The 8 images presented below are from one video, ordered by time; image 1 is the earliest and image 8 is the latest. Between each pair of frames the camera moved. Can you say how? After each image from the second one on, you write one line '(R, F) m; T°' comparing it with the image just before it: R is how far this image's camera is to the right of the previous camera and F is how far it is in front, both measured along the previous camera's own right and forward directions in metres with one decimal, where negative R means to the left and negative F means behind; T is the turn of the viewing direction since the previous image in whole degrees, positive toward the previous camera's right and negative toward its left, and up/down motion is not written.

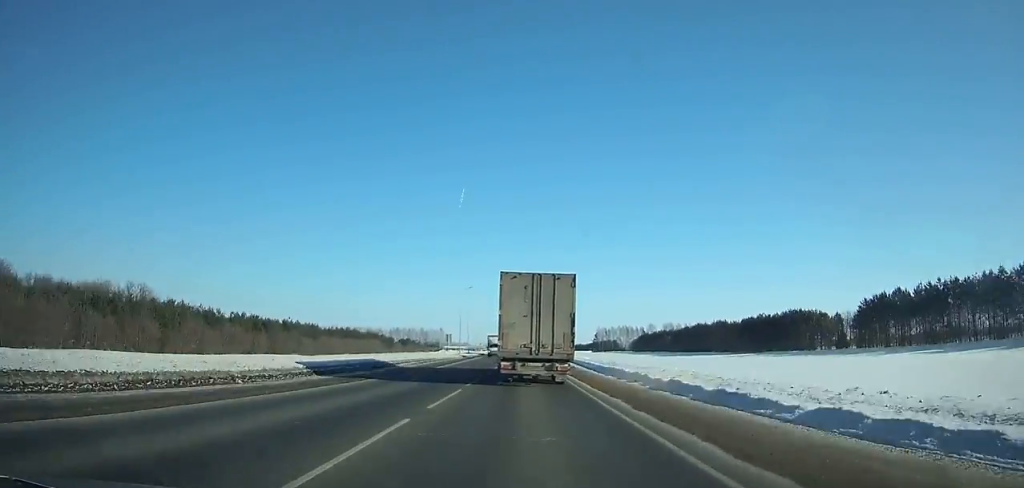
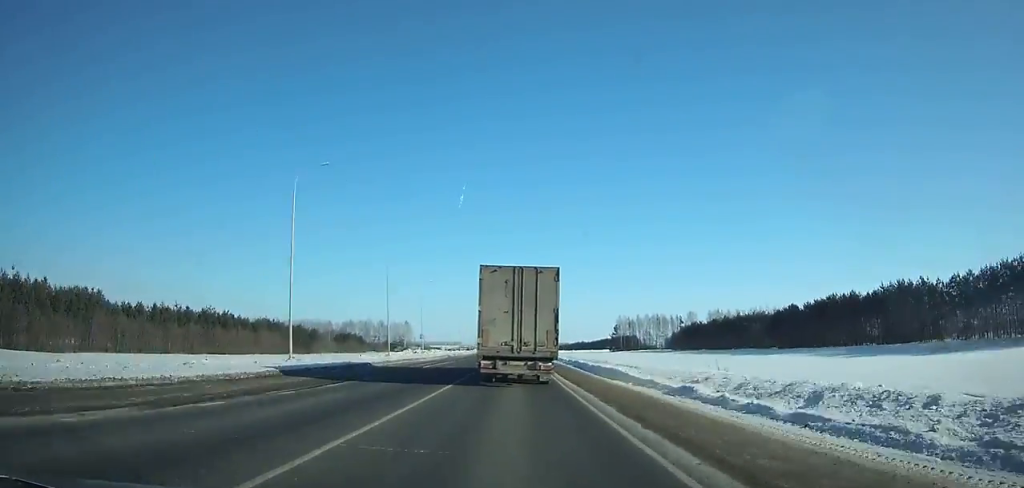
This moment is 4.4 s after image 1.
(+0.5, +94.7) m; 0°
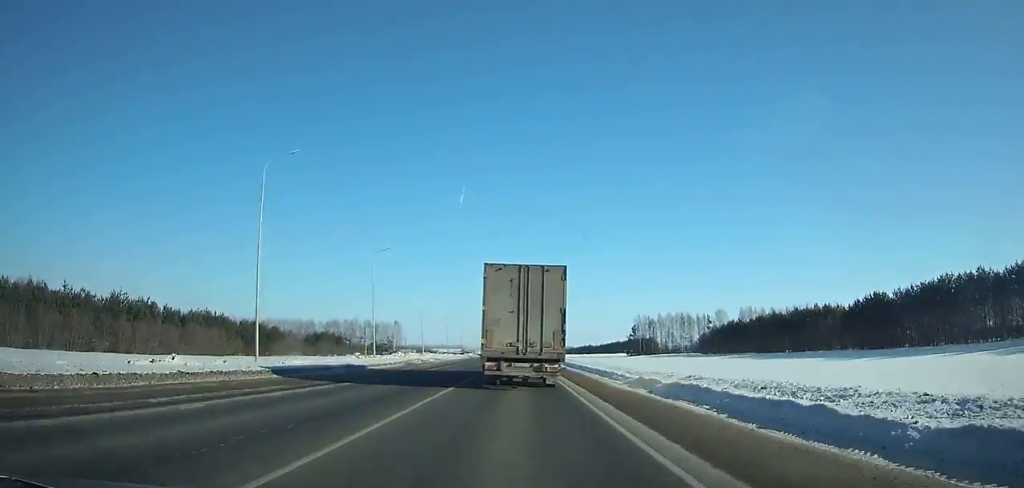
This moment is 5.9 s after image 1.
(0.0, +31.8) m; 0°
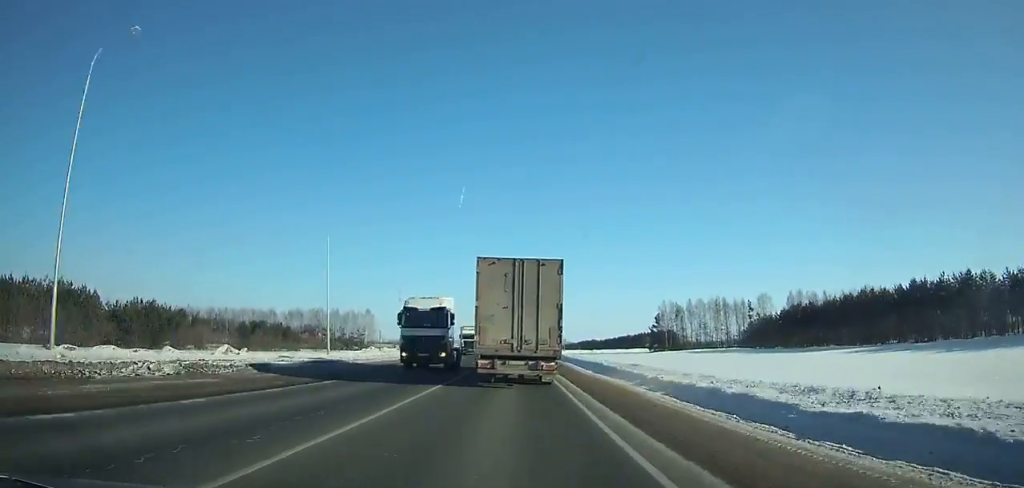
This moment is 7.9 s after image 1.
(0.0, +42.1) m; 0°
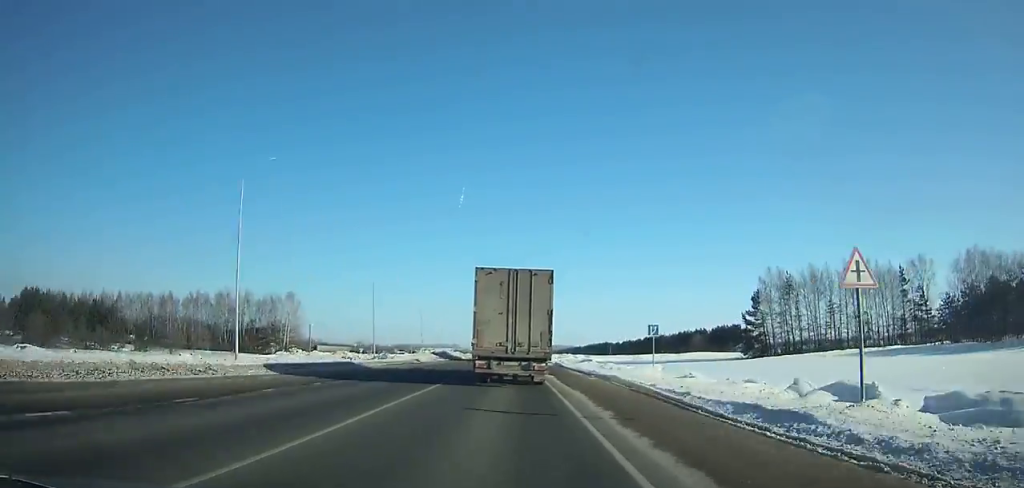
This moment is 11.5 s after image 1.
(0.0, +74.9) m; 0°
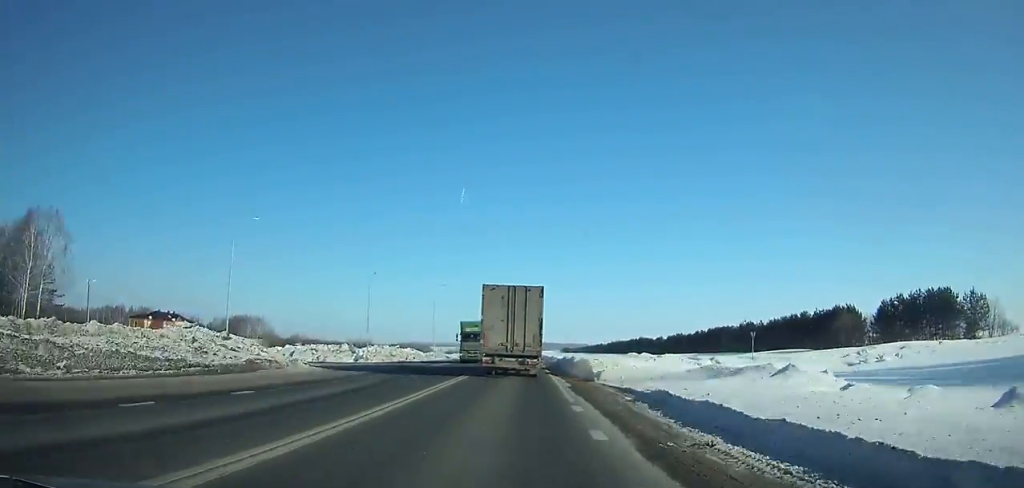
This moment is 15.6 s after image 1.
(-0.5, +85.4) m; 0°
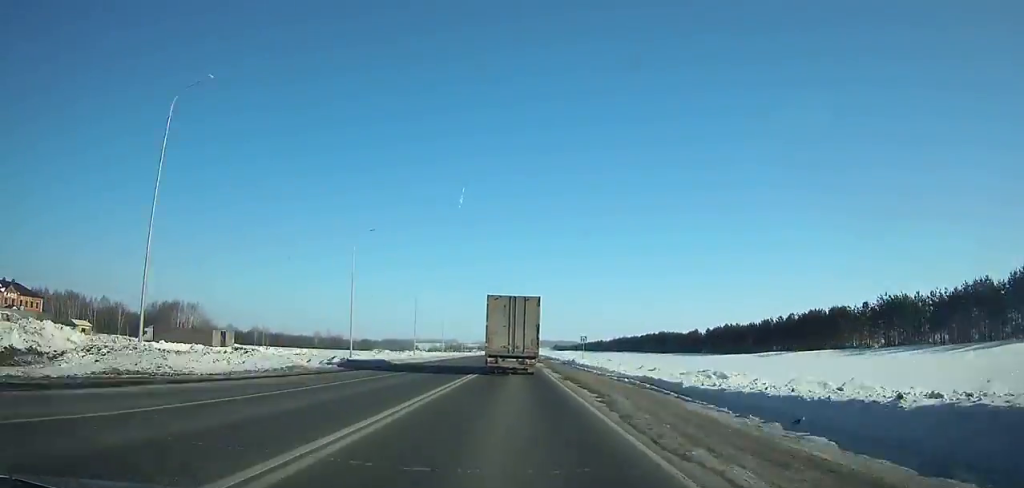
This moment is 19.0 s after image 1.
(+0.6, +72.4) m; 0°
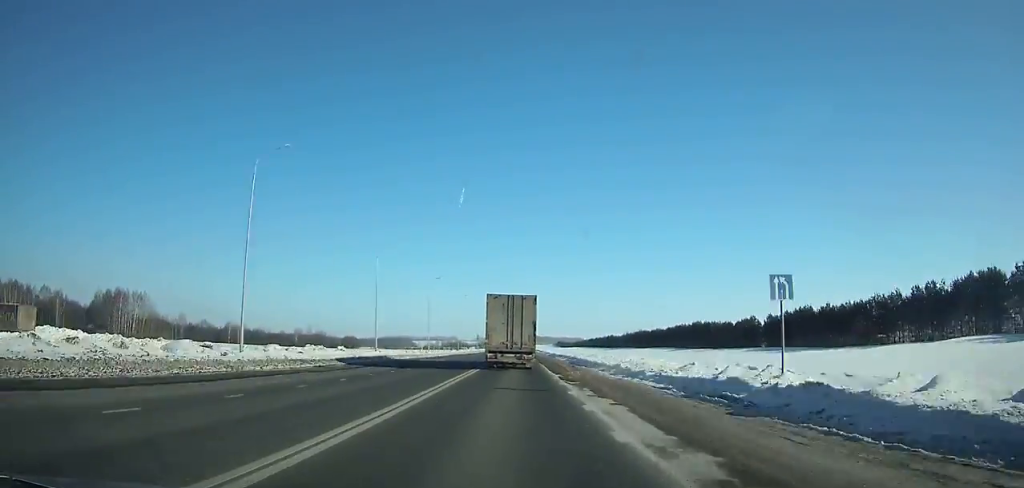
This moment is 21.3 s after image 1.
(-0.1, +50.5) m; 0°
